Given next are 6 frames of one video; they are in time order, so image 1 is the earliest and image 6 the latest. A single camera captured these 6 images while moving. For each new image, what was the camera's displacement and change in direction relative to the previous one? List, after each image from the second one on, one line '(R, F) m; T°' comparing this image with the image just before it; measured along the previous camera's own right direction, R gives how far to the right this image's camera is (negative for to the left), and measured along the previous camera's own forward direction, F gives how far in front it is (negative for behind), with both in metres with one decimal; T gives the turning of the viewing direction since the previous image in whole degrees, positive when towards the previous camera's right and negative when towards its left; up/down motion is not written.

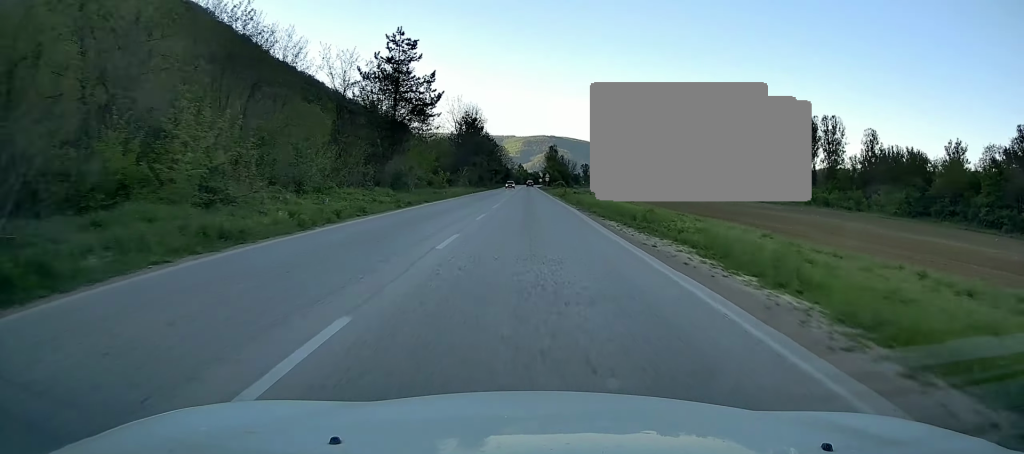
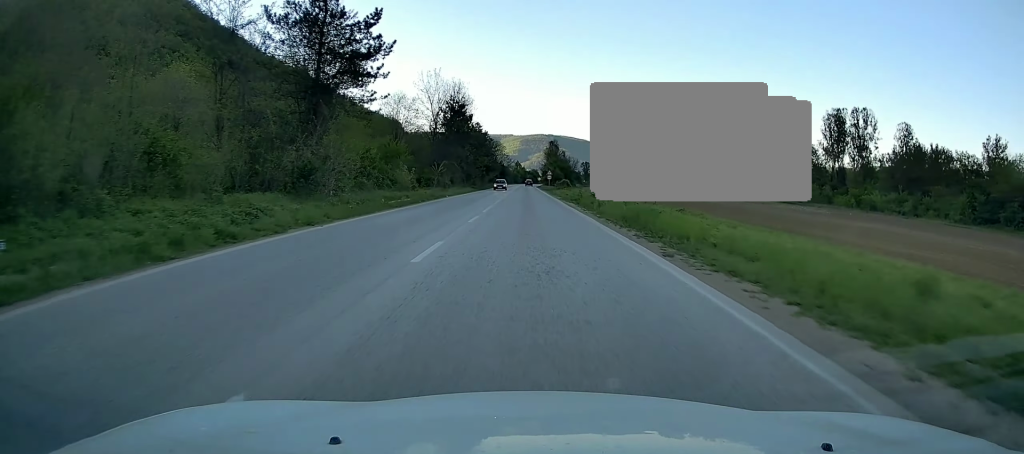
(0.0, +20.0) m; 0°
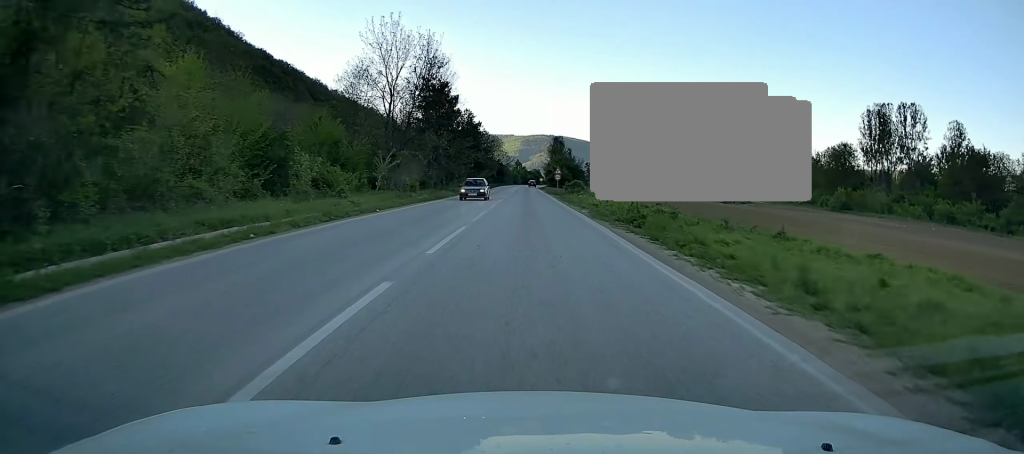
(0.0, +23.1) m; 0°
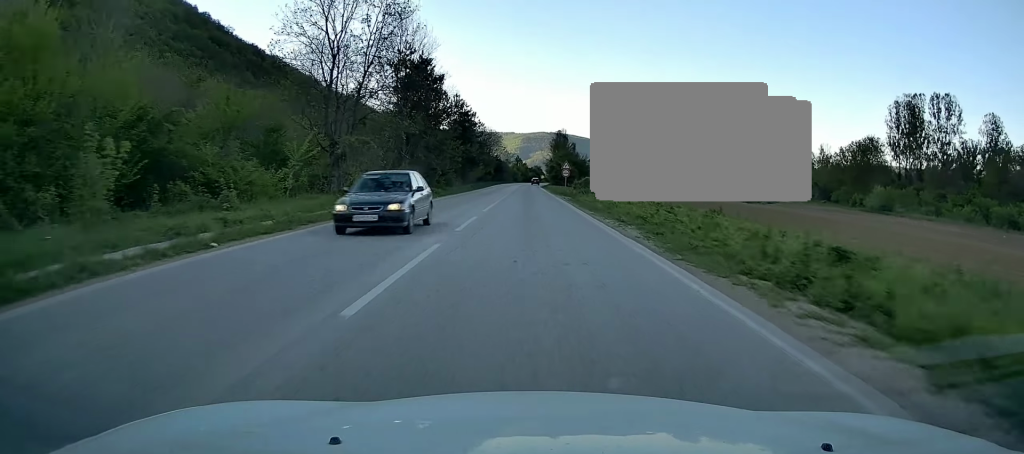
(+0.1, +14.0) m; 0°
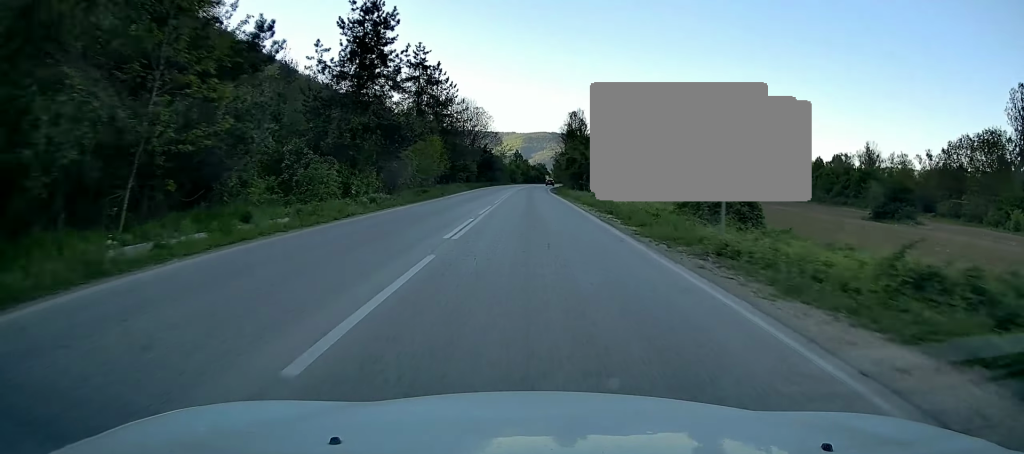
(-0.1, +47.1) m; 0°
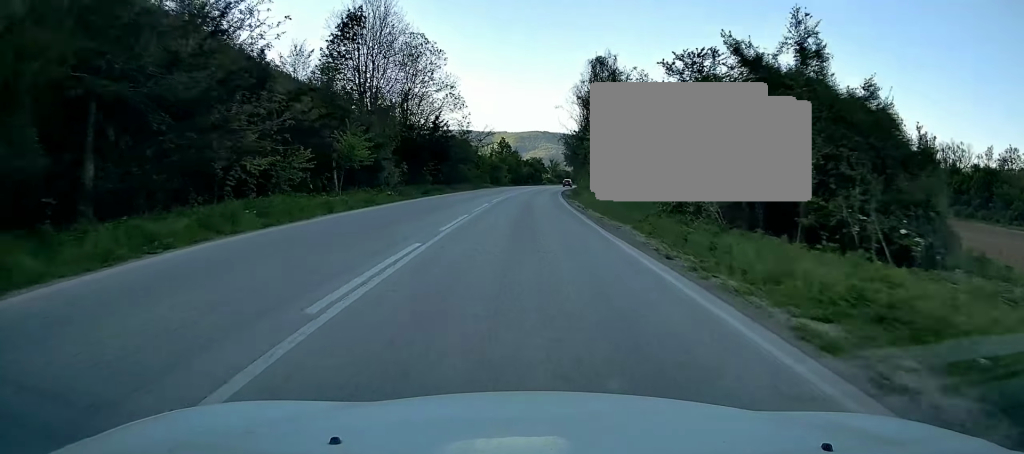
(+0.1, +52.8) m; 0°
